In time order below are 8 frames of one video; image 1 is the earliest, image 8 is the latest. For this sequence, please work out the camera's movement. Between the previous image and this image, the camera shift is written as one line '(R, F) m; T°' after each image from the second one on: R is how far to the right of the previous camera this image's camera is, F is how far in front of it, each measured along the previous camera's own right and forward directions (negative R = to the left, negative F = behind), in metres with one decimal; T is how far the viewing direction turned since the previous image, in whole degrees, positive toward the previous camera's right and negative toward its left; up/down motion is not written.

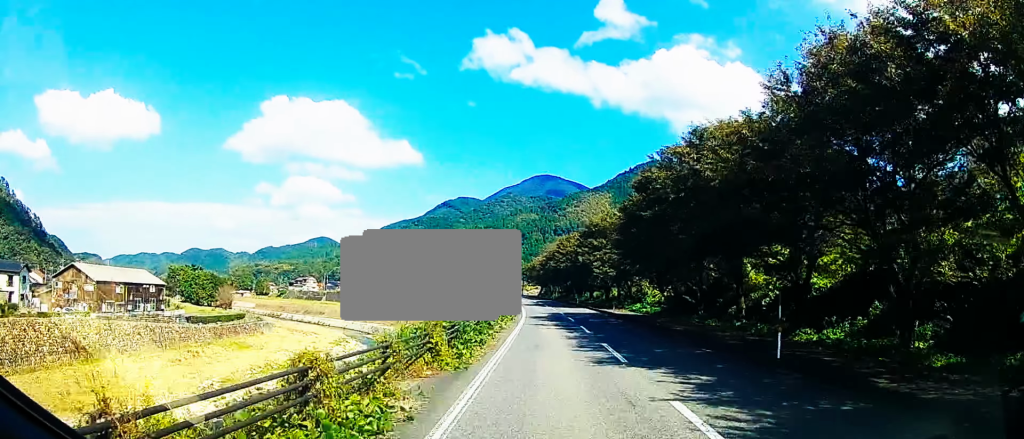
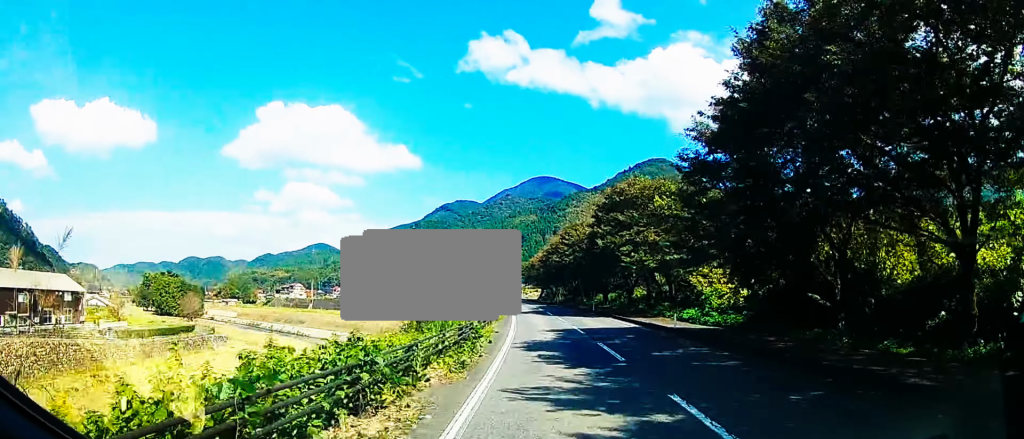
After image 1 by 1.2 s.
(-0.1, +20.8) m; -1°
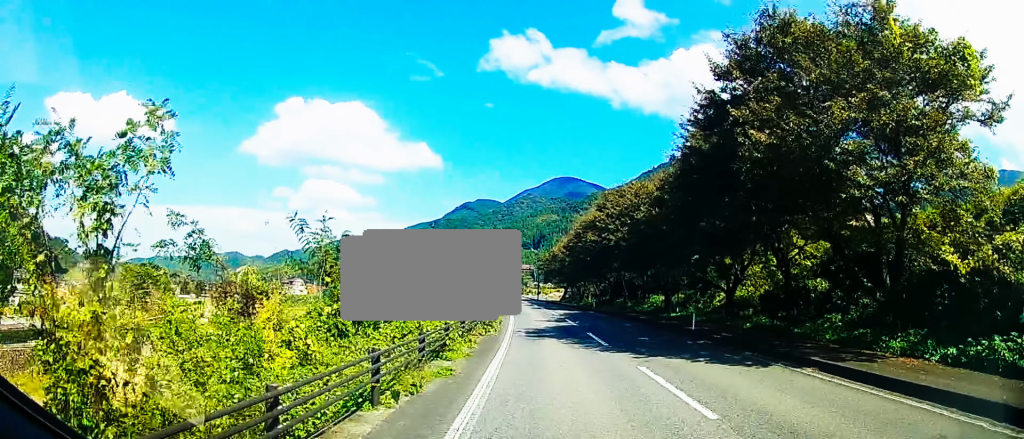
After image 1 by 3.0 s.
(-0.3, +28.3) m; -1°
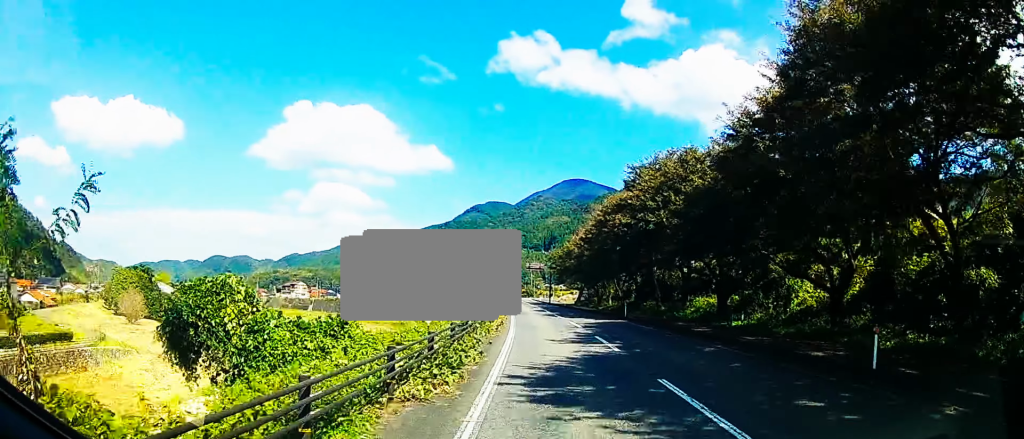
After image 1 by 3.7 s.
(0.0, +11.7) m; 0°
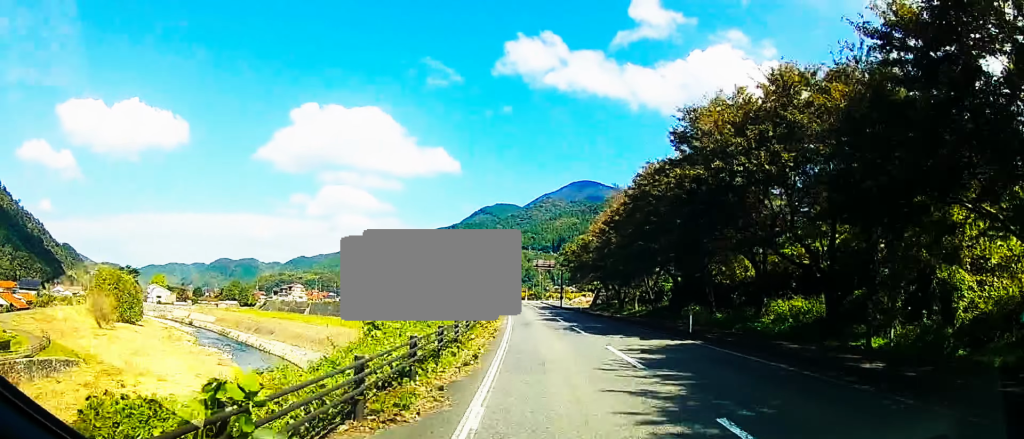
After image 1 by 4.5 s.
(0.0, +13.7) m; -1°
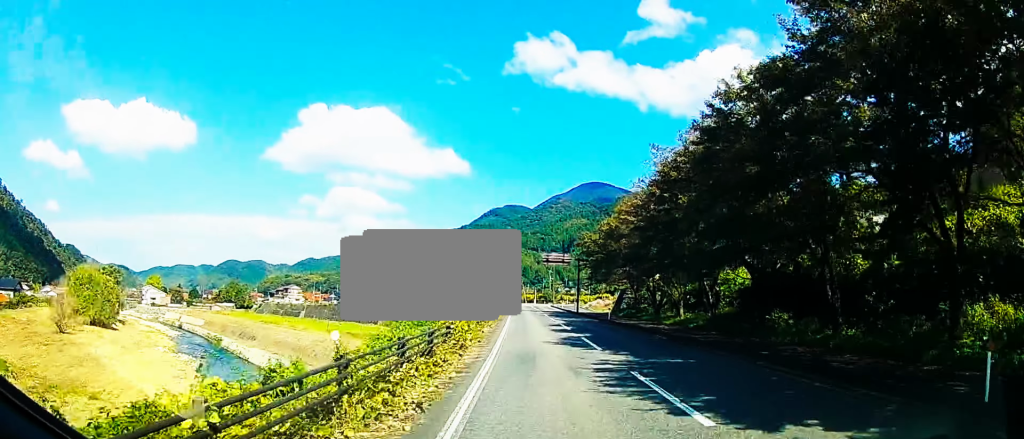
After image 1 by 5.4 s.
(-0.4, +14.9) m; 0°
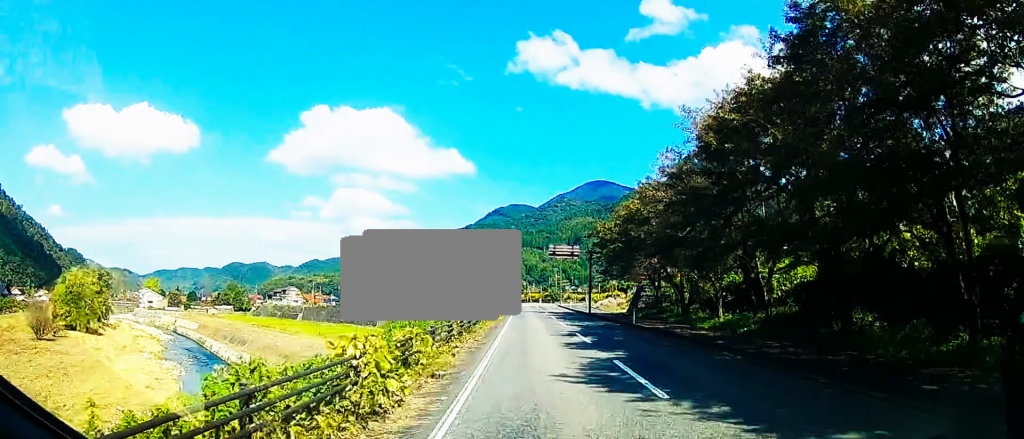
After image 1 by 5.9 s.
(+0.2, +8.1) m; -1°
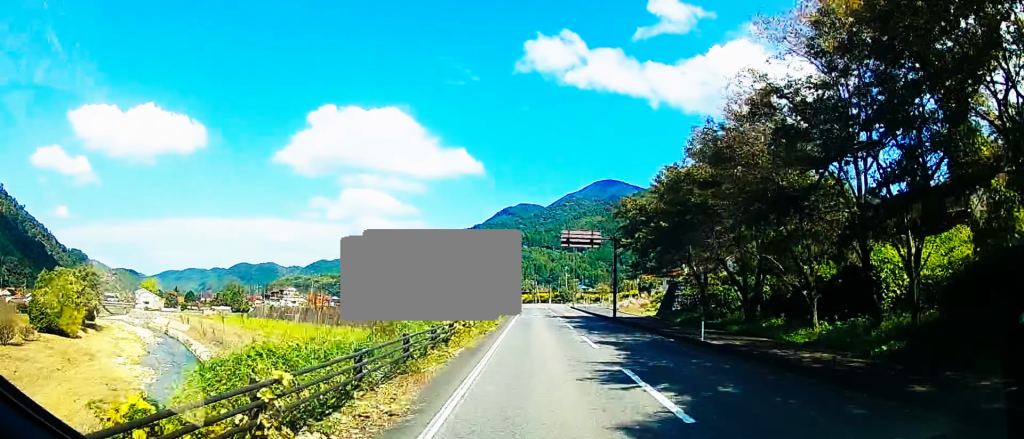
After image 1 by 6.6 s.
(+0.1, +11.5) m; -1°
